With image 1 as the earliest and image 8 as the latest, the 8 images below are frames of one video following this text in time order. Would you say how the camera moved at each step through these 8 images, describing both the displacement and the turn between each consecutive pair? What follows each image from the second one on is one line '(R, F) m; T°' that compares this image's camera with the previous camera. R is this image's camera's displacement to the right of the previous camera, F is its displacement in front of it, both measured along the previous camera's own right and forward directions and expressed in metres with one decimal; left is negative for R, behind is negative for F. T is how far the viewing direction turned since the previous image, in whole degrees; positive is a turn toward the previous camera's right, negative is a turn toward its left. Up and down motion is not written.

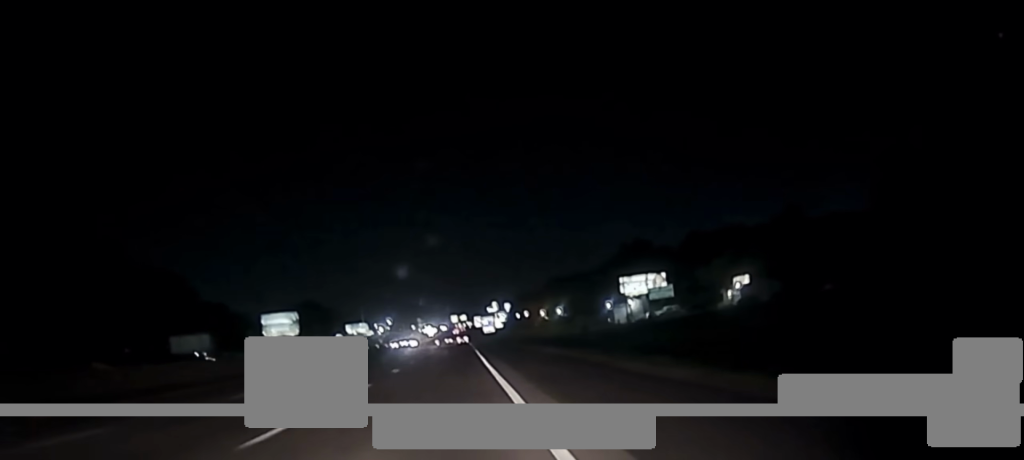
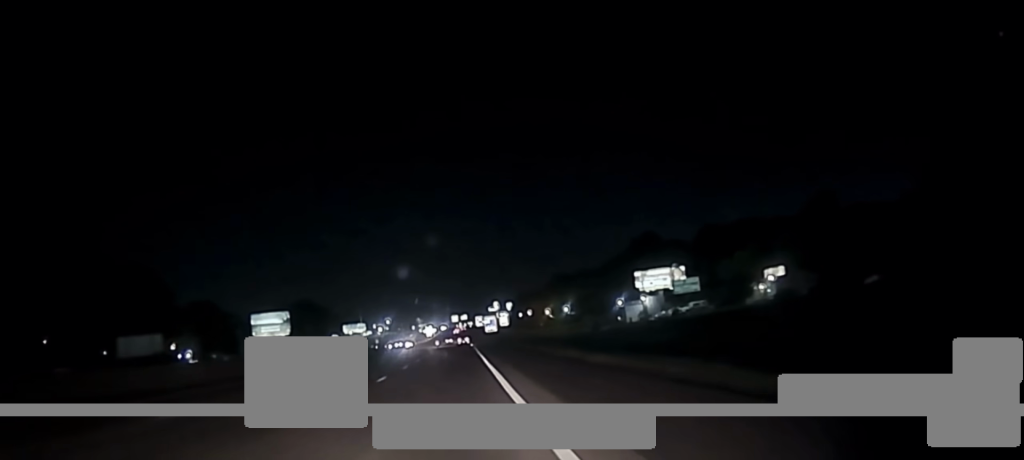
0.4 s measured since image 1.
(-0.1, +18.3) m; 0°
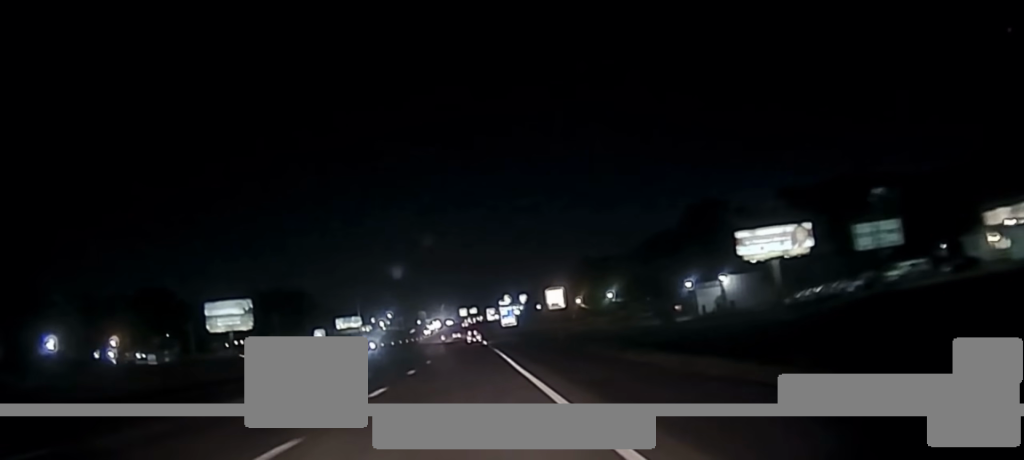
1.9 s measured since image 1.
(-0.4, +71.4) m; 0°
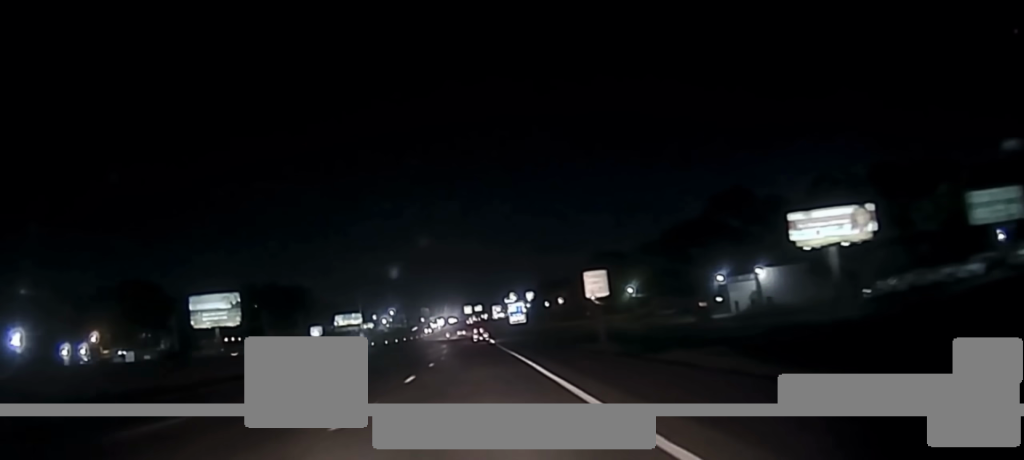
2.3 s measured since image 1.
(+0.1, +20.6) m; 0°
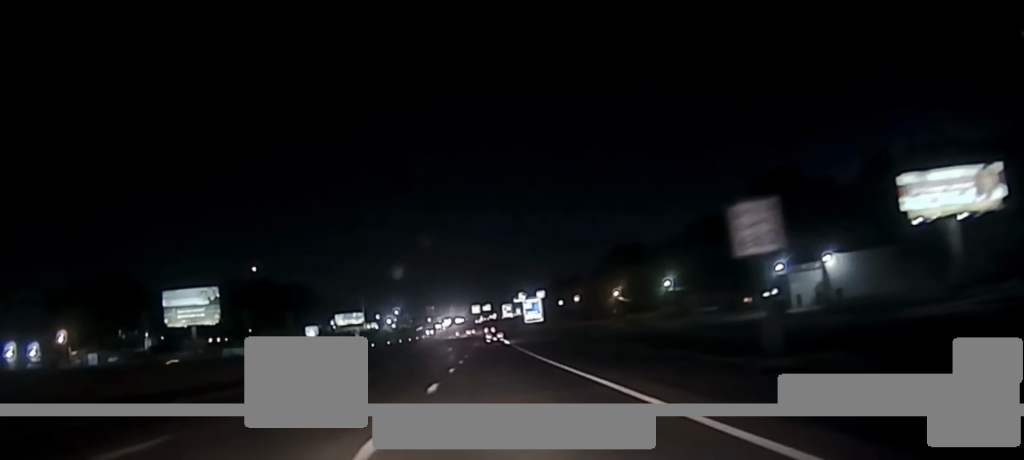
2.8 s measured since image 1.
(0.0, +29.8) m; 0°
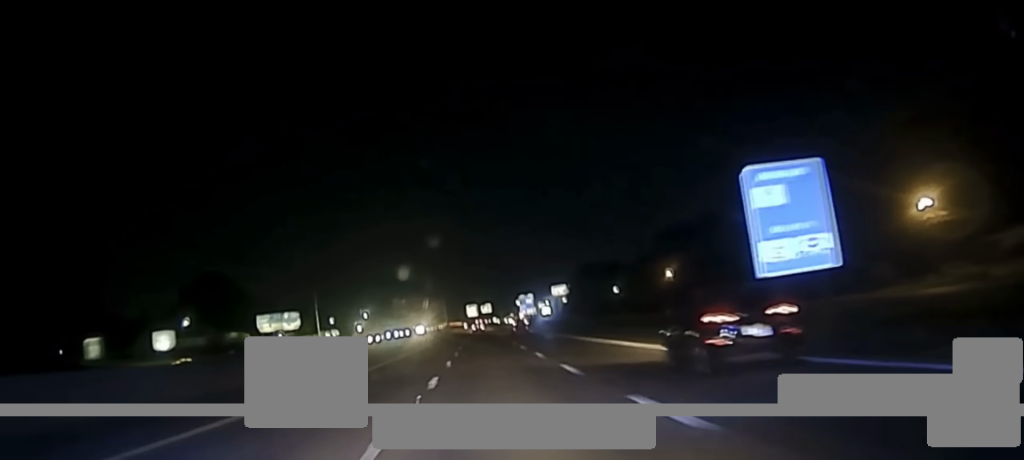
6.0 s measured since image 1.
(-0.1, +173.4) m; 0°
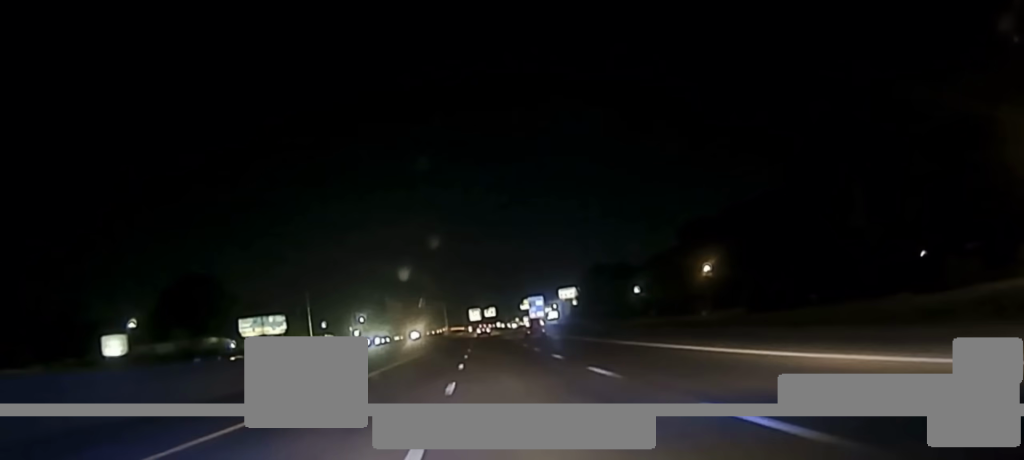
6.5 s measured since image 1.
(0.0, +23.5) m; 0°
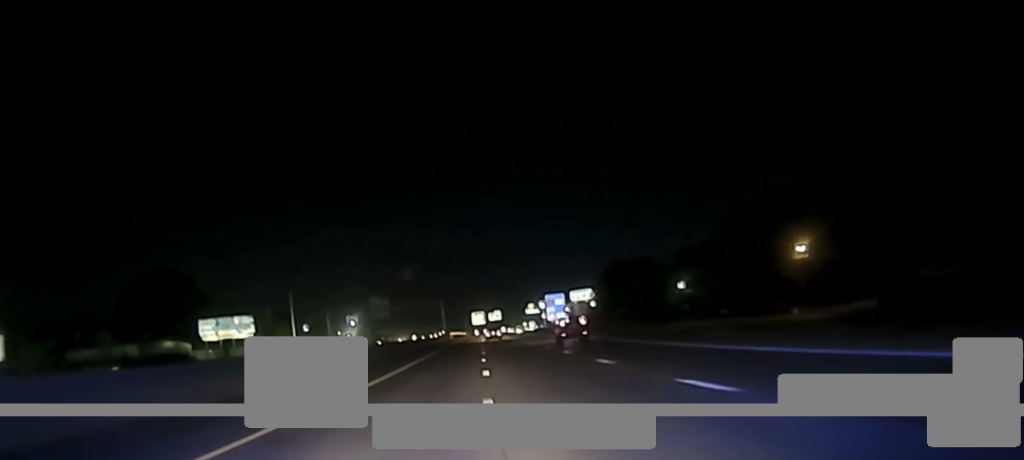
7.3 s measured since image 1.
(+0.1, +38.9) m; 0°
